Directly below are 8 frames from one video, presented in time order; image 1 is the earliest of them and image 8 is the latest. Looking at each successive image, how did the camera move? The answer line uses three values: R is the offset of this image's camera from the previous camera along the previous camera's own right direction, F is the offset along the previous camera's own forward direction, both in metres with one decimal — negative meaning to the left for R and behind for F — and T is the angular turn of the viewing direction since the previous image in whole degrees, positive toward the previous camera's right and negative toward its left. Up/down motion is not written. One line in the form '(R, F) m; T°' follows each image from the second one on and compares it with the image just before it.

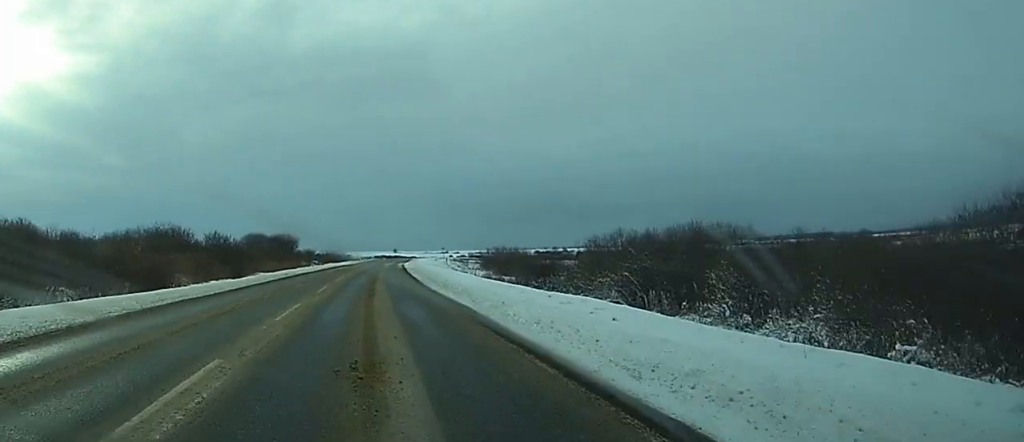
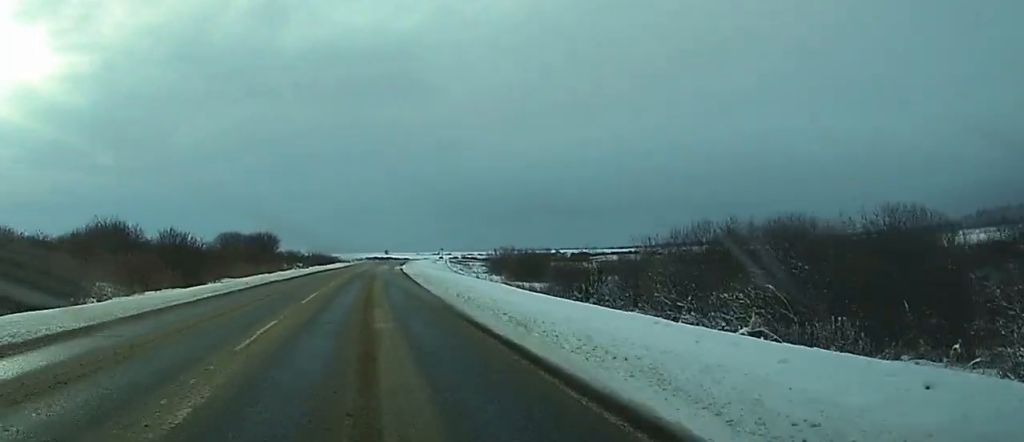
(0.0, +16.3) m; 0°
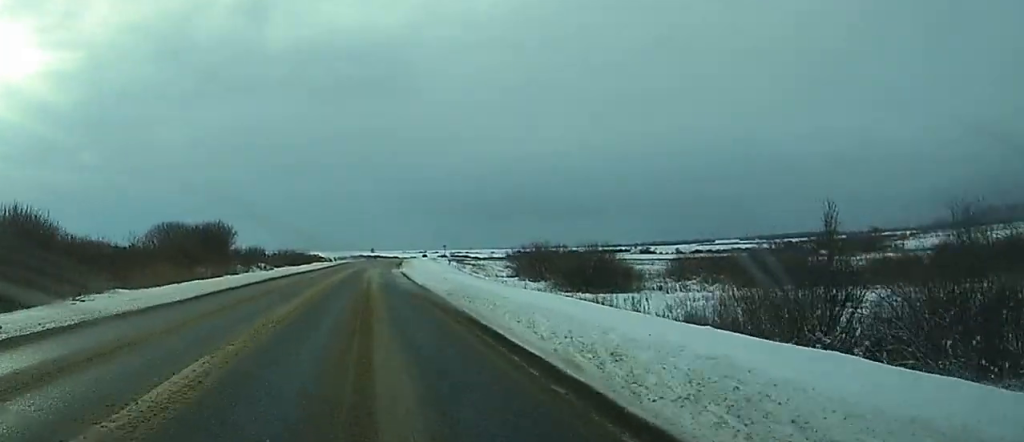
(+0.3, +29.9) m; +1°
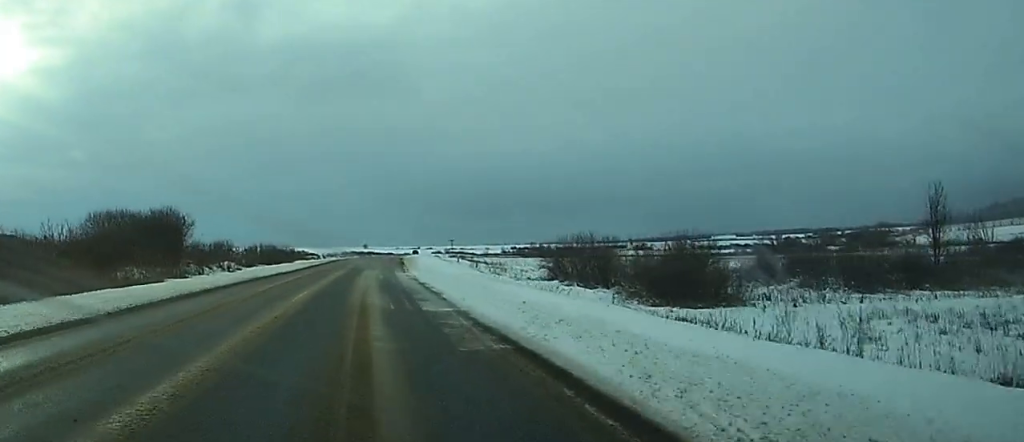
(+0.1, +20.0) m; 0°
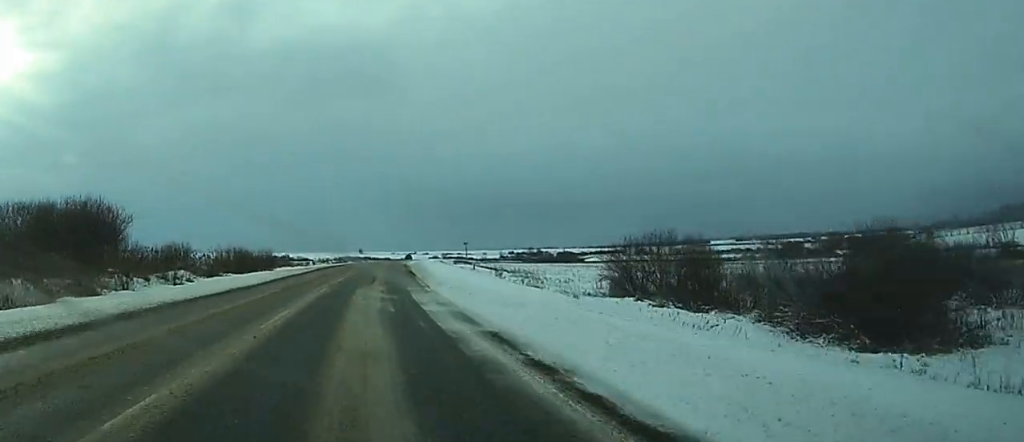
(0.0, +19.2) m; 0°
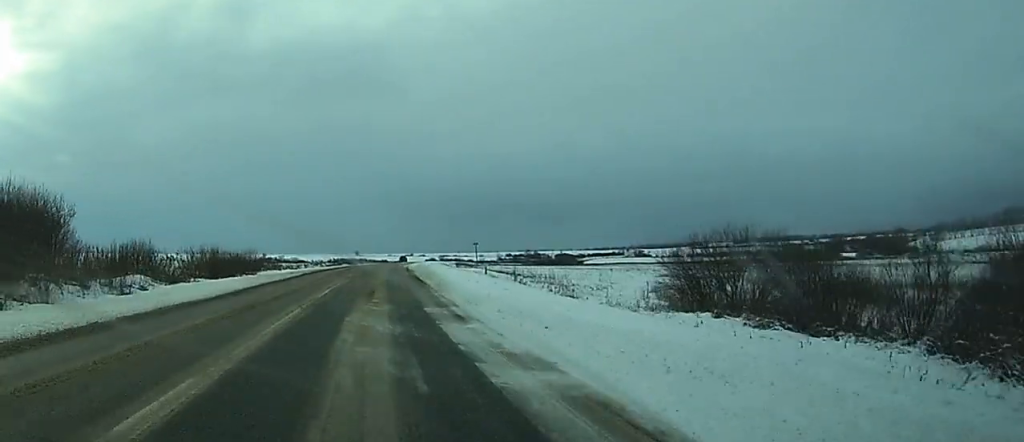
(0.0, +10.9) m; 0°
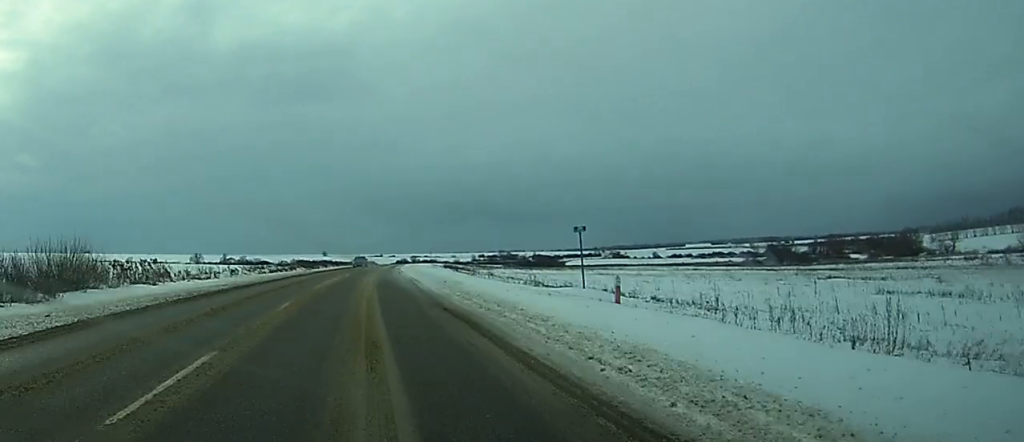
(+0.4, +46.5) m; +2°
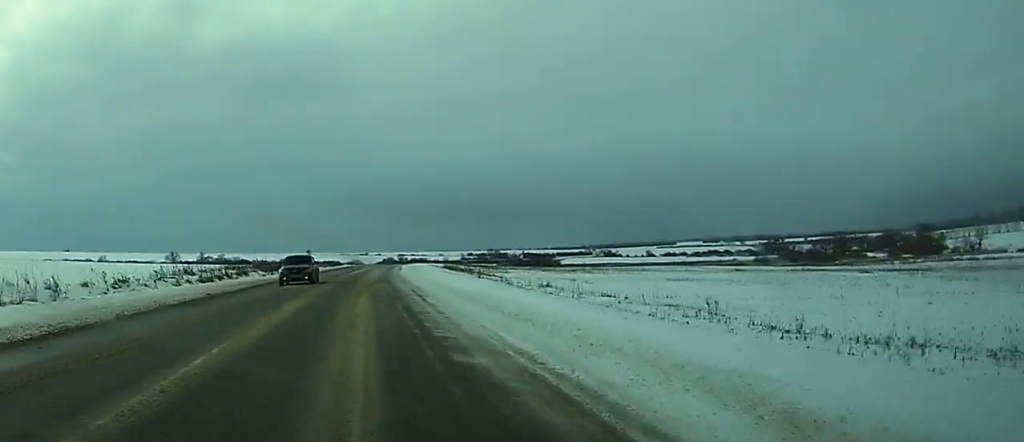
(+0.9, +34.6) m; -1°
